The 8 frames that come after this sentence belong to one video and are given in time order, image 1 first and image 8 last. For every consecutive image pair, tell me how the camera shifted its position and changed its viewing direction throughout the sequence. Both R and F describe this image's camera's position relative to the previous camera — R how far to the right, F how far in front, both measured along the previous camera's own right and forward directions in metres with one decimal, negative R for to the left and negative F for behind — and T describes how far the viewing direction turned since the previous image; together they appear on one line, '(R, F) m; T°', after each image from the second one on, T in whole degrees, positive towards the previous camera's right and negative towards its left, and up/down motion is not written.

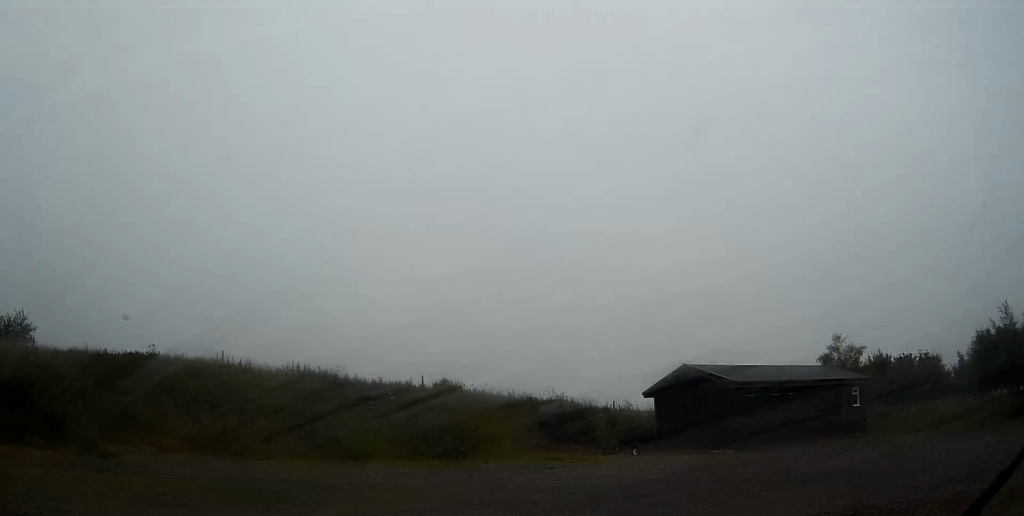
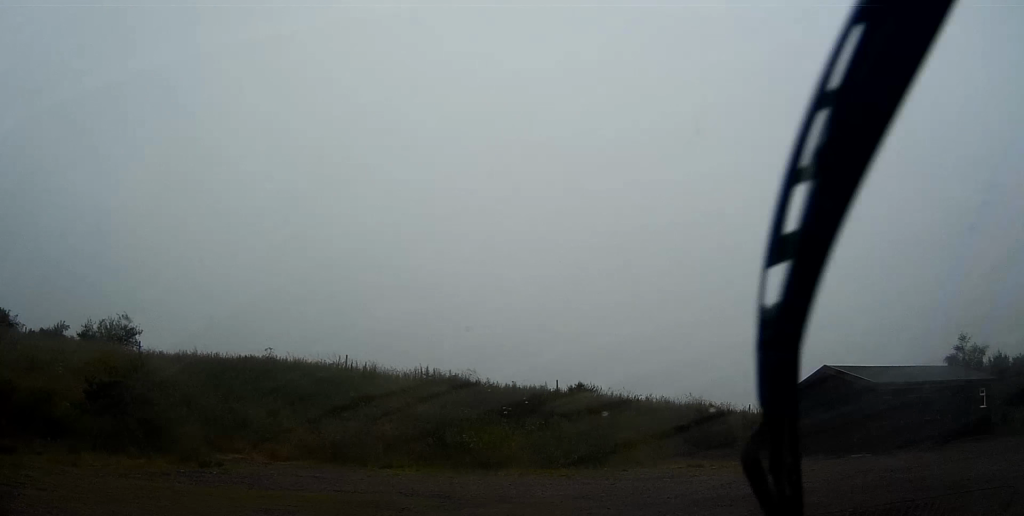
(-0.3, +1.5) m; -14°
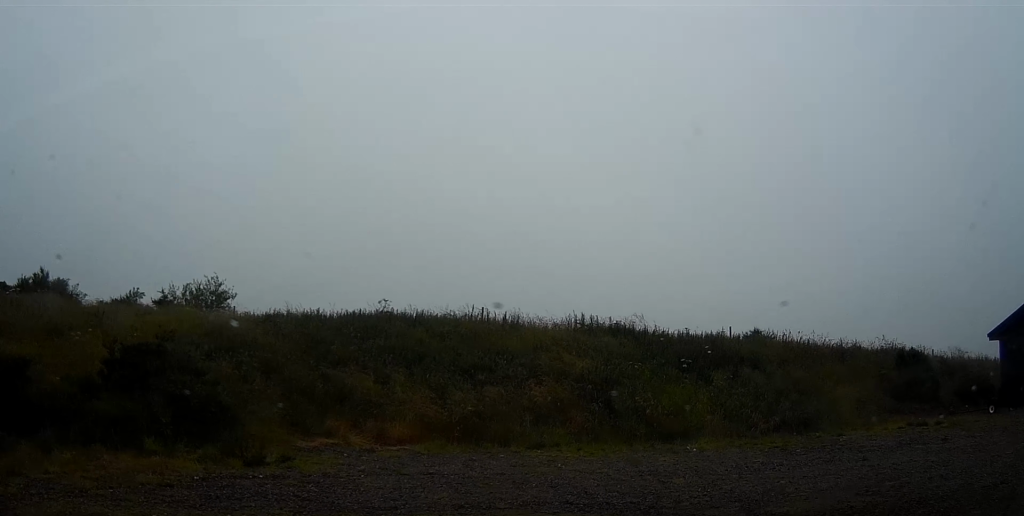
(-2.3, +5.5) m; -33°
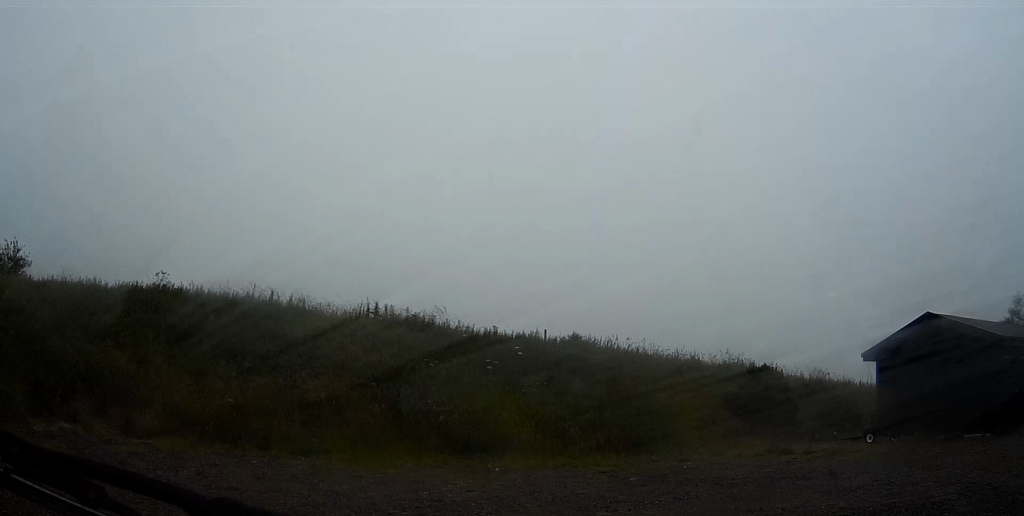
(0.0, +3.4) m; +8°
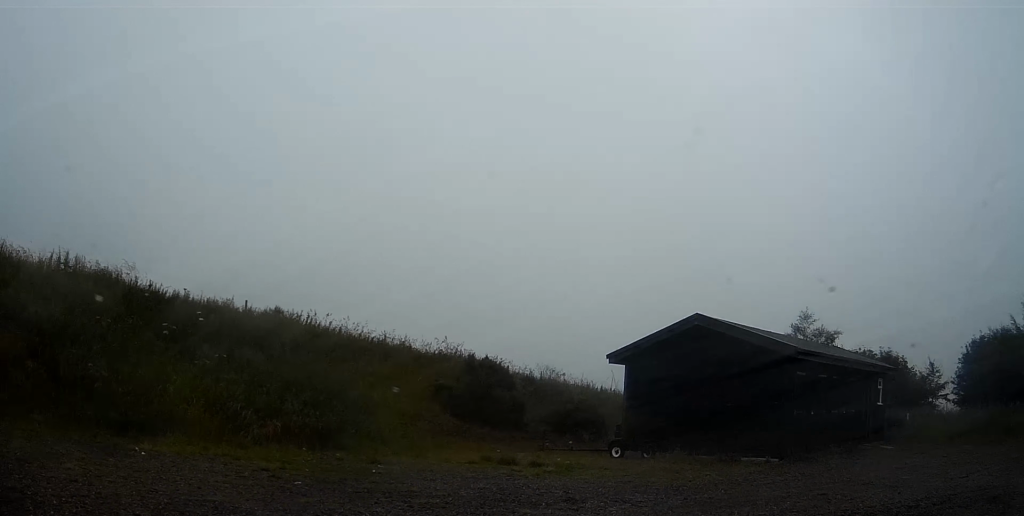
(+0.4, +2.9) m; +18°
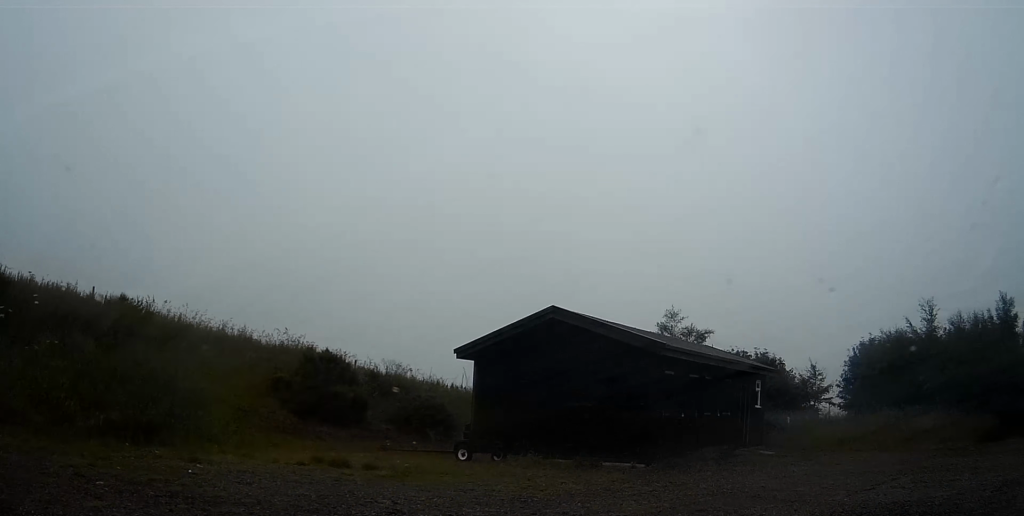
(+0.1, +1.3) m; +10°
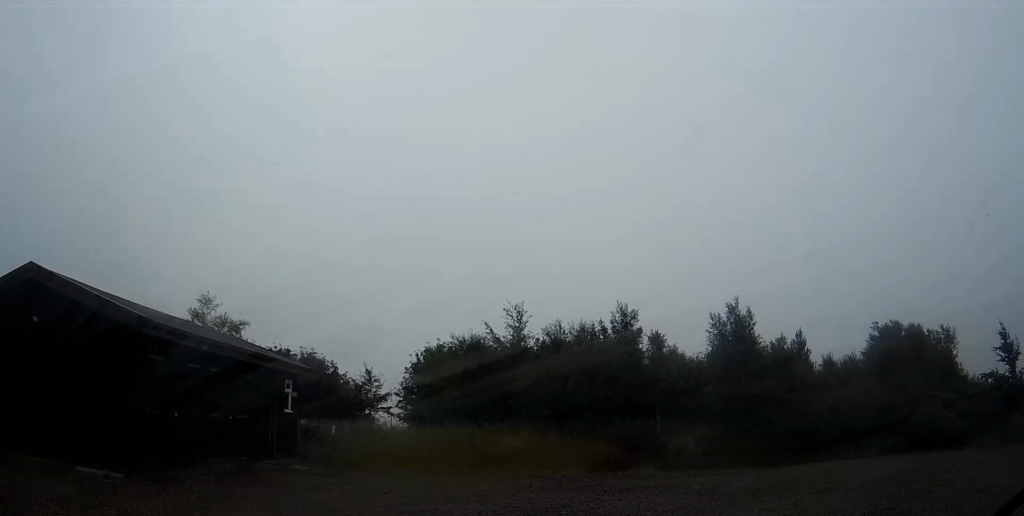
(+1.2, +3.6) m; +37°
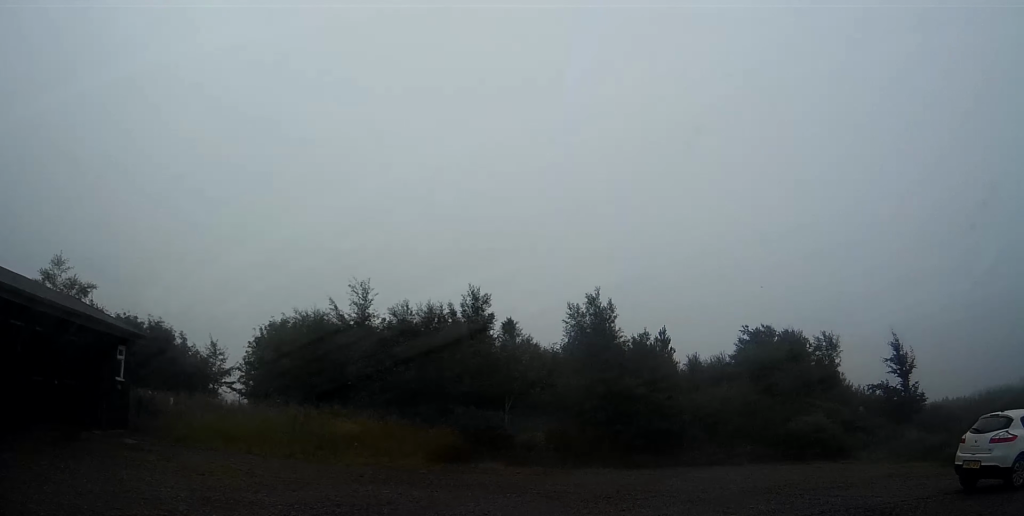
(+0.1, +1.3) m; +13°
